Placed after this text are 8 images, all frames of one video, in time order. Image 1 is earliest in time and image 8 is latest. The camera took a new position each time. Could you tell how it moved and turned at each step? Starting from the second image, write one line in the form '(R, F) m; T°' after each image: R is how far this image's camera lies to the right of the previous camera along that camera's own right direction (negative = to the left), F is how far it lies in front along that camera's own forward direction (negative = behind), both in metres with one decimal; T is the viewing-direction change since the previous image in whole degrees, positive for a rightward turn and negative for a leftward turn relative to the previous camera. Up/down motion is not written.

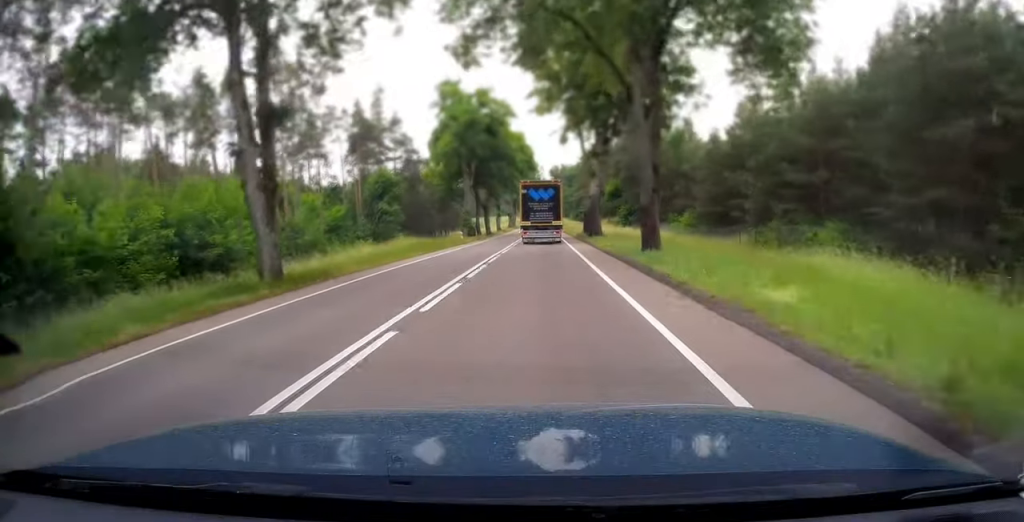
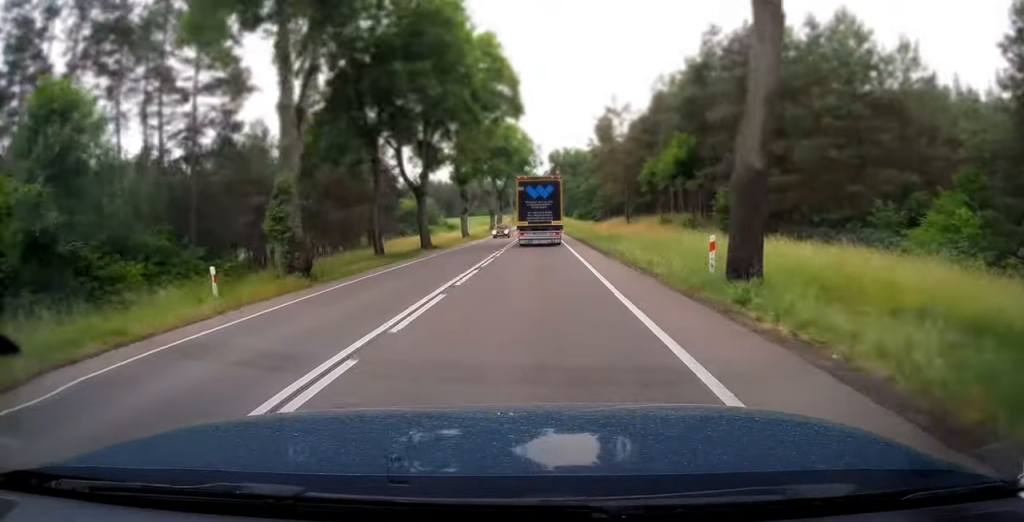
(0.0, +33.9) m; 0°
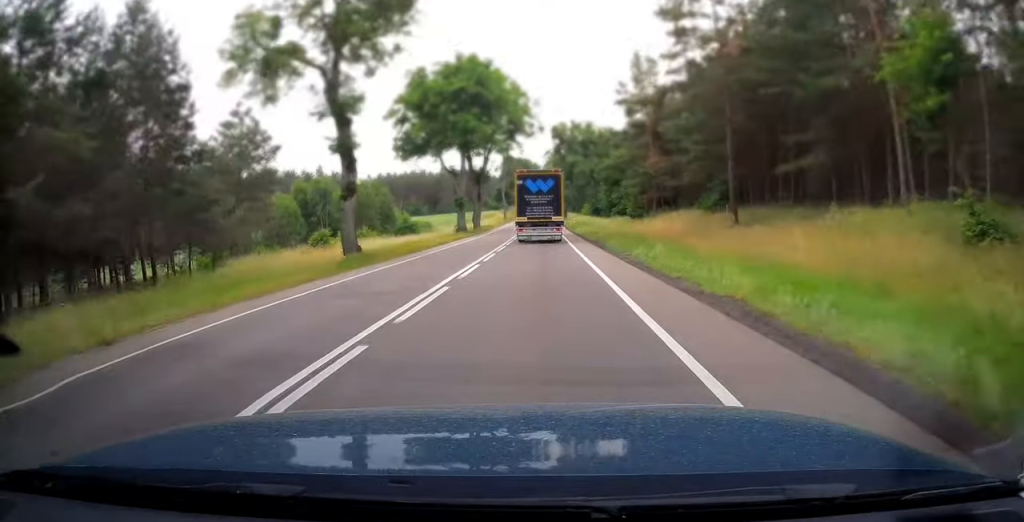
(+0.1, +36.7) m; 0°
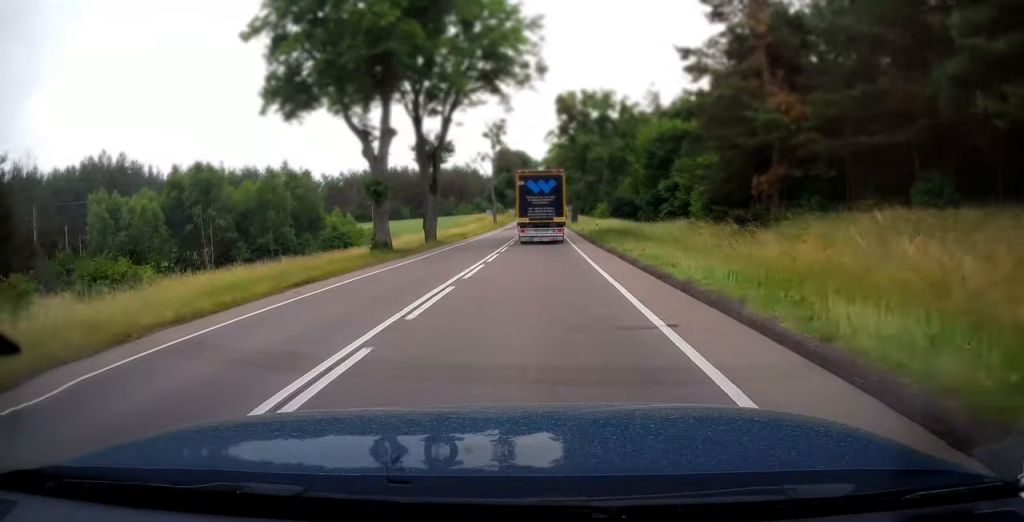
(0.0, +33.2) m; 0°
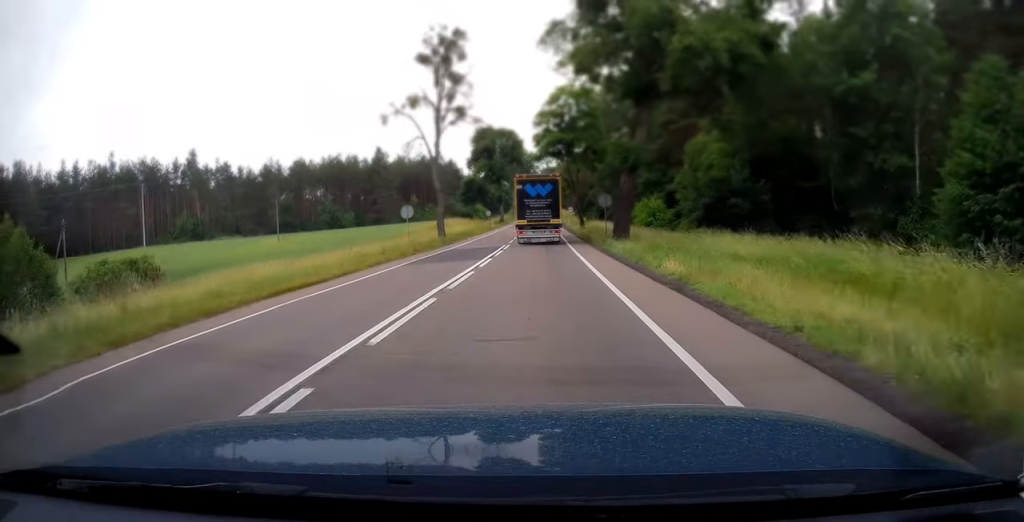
(-0.3, +56.3) m; 0°
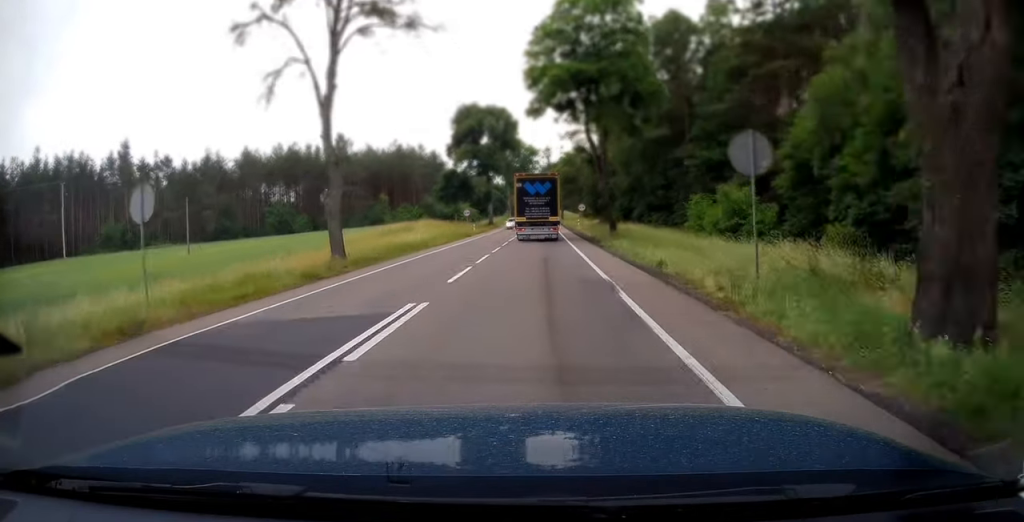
(-0.1, +27.4) m; 0°
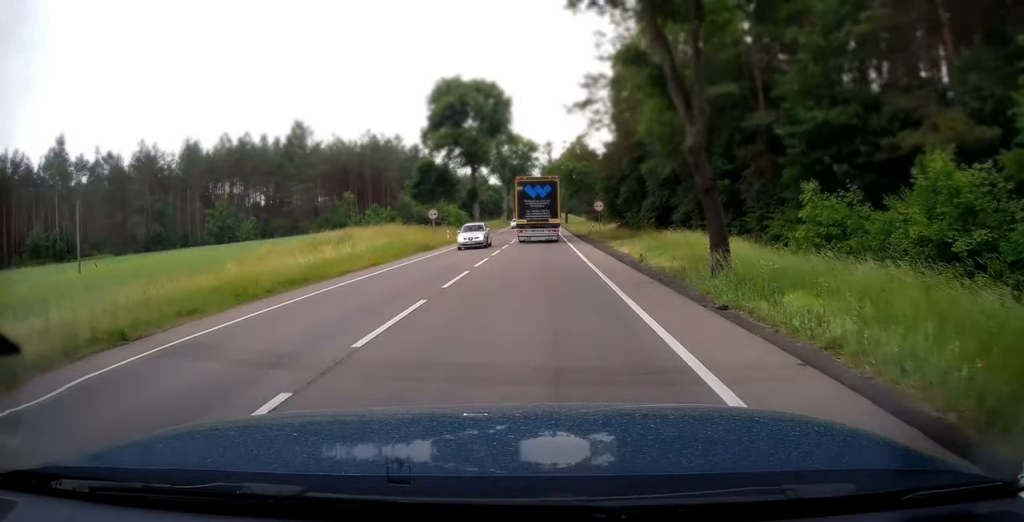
(+0.3, +20.0) m; 0°
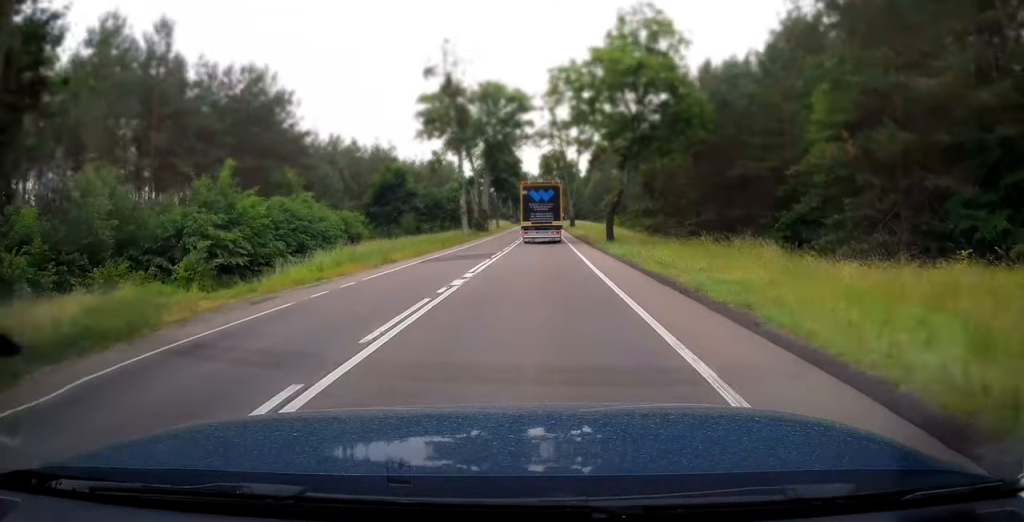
(-0.6, +66.8) m; 0°
